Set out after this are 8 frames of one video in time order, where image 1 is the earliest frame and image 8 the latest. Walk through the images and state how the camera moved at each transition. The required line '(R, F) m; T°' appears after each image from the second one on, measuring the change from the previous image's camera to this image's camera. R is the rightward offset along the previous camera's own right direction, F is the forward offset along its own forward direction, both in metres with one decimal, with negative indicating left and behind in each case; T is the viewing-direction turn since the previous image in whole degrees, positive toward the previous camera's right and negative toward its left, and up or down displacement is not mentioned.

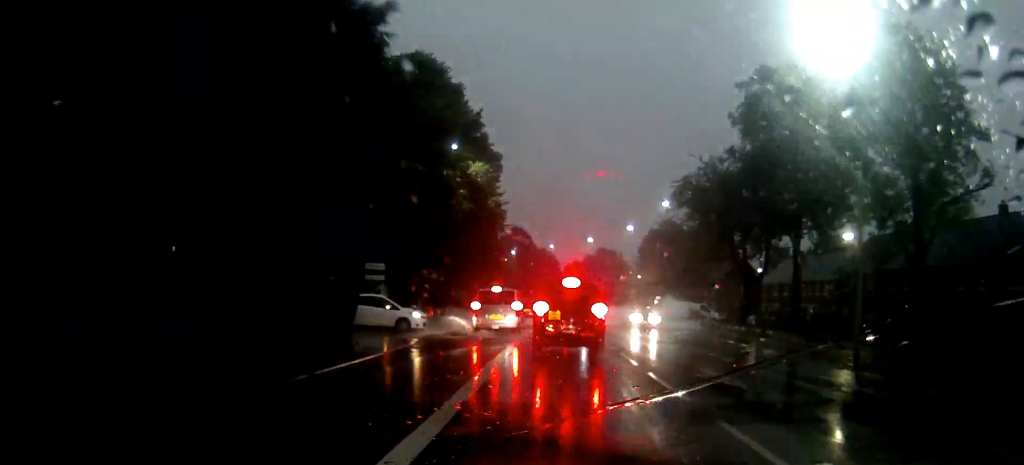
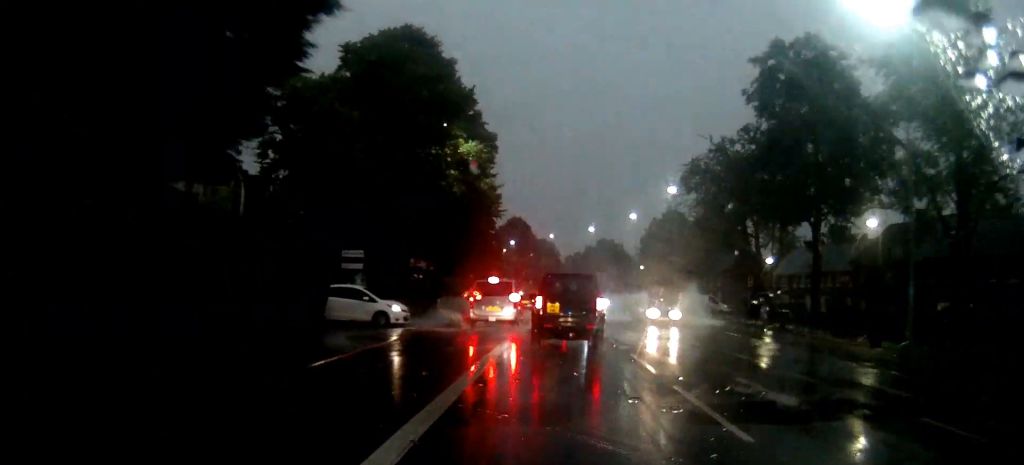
(0.0, +3.6) m; 0°
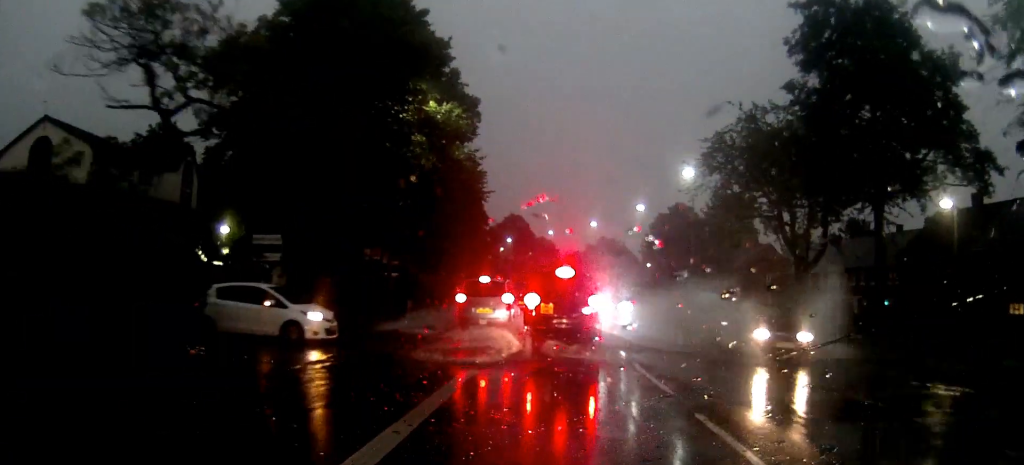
(0.0, +6.8) m; 0°
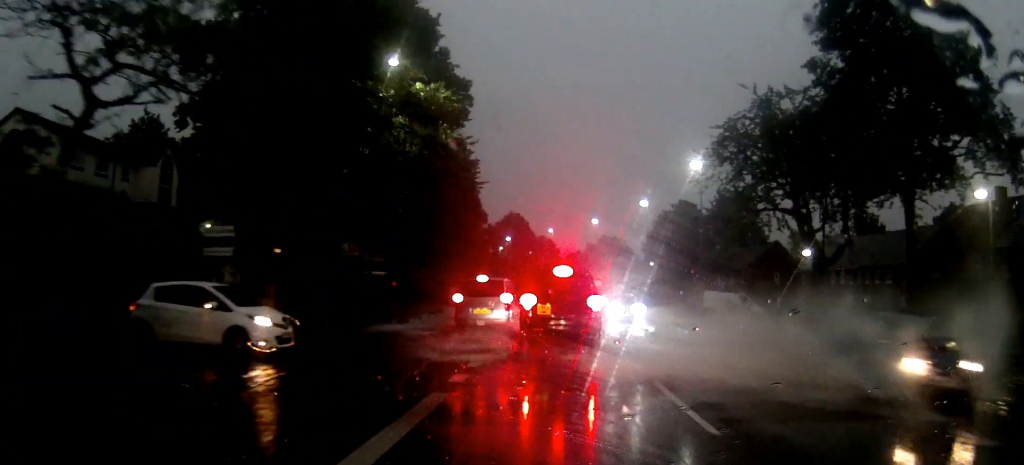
(0.0, +2.1) m; 0°
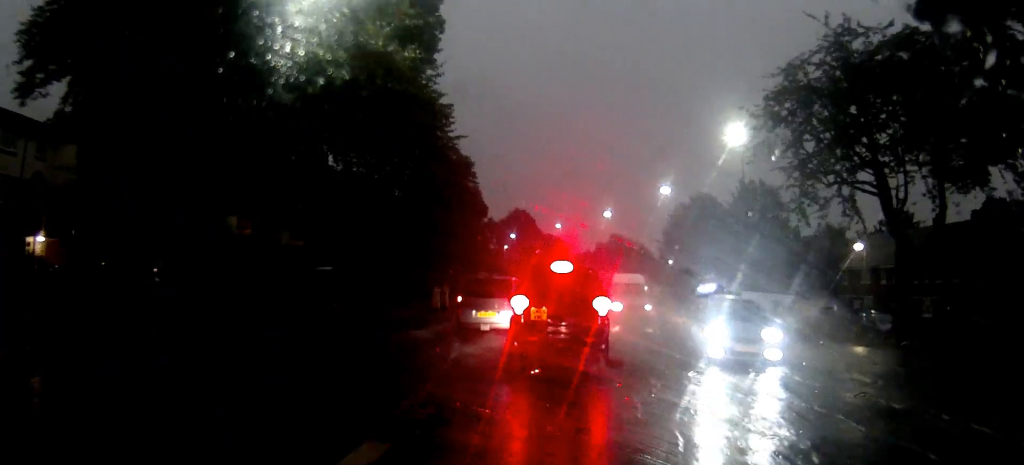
(0.0, +8.2) m; 0°
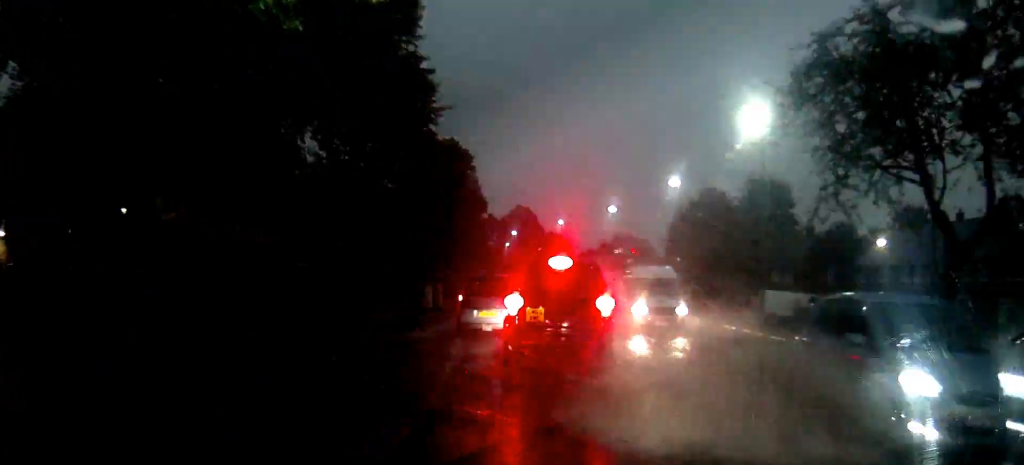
(0.0, +3.5) m; +1°
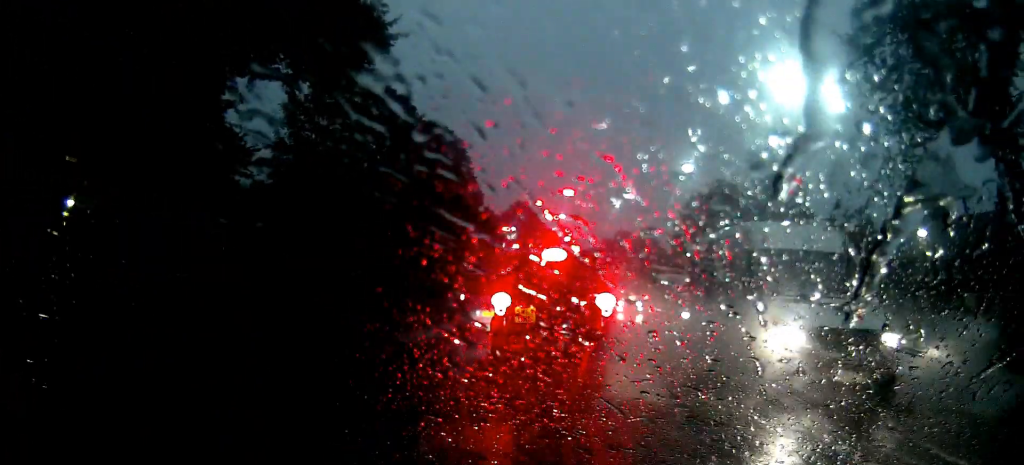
(+0.1, +5.9) m; 0°
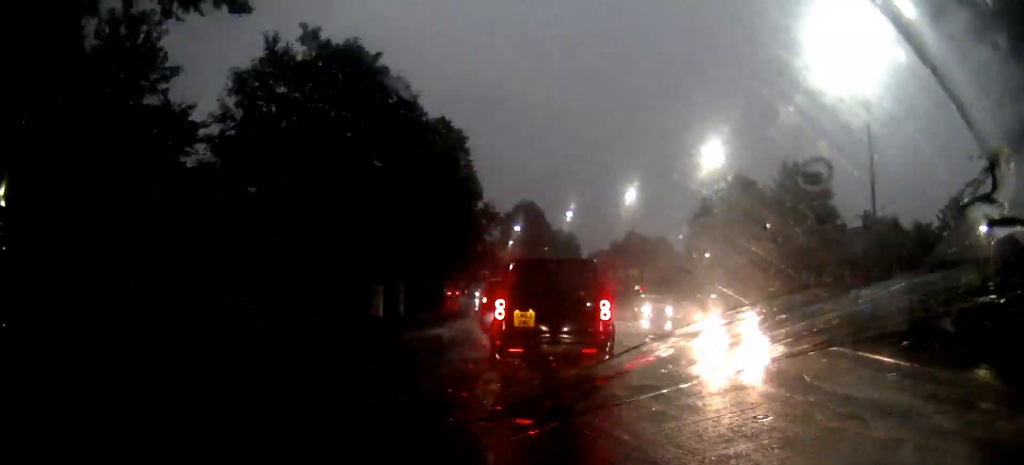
(-0.3, +7.1) m; -4°
